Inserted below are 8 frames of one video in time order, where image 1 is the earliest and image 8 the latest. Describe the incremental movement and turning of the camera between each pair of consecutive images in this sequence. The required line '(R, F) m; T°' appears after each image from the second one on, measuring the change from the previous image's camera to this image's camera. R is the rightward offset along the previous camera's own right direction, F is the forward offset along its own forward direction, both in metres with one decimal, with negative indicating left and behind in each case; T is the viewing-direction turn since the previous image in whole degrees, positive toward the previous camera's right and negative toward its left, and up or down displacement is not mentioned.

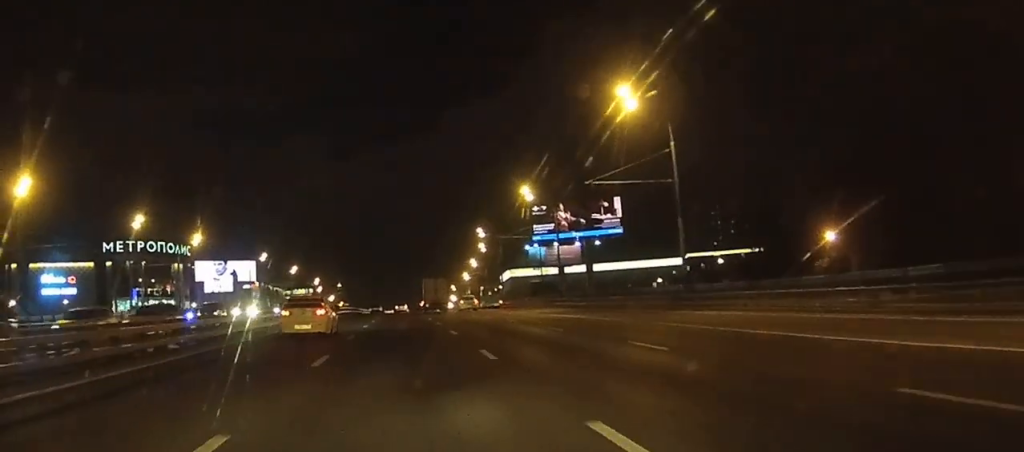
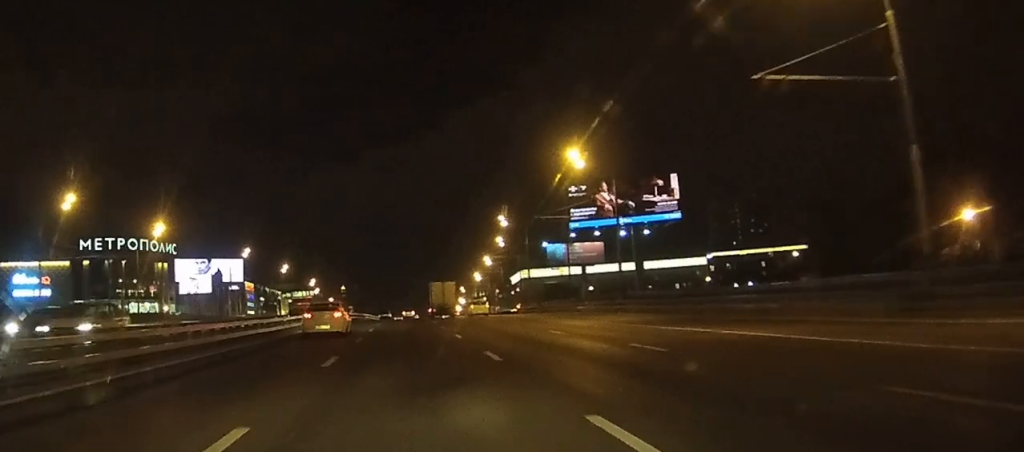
(-0.1, +23.2) m; 0°
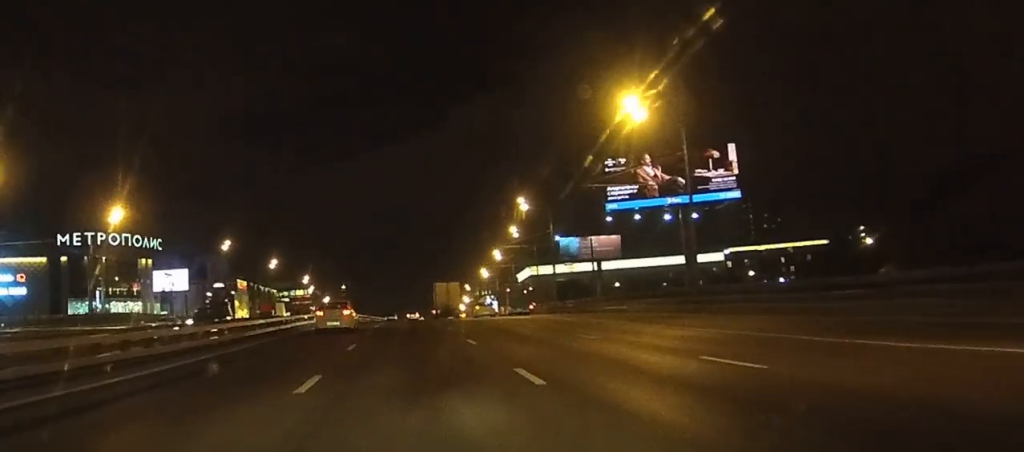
(0.0, +16.9) m; 0°
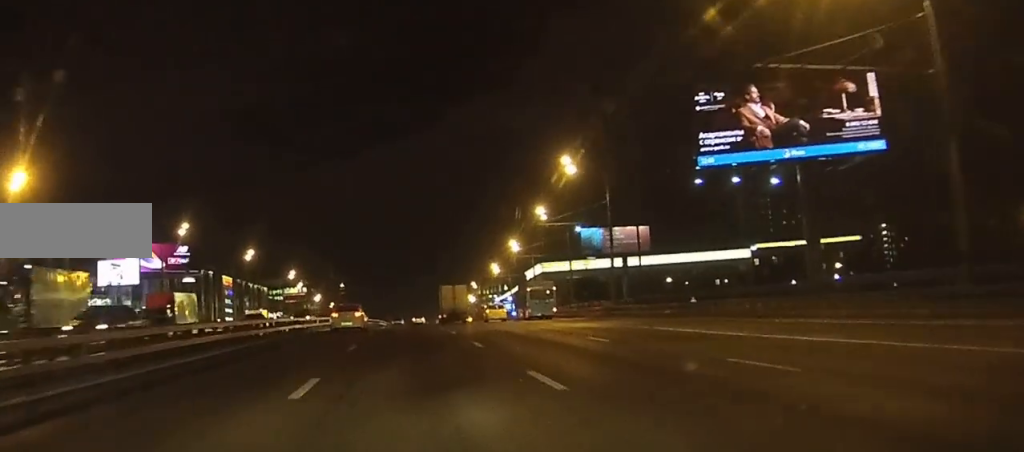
(0.0, +24.8) m; 0°
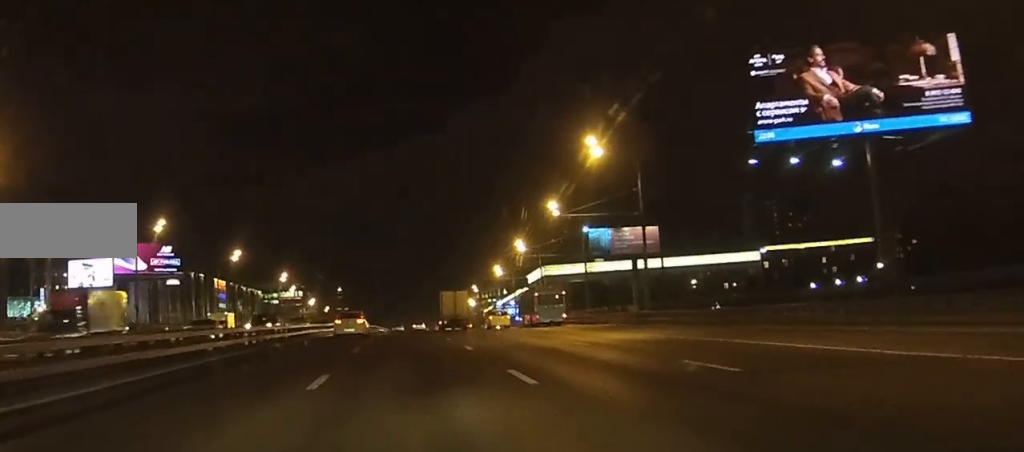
(+0.1, +9.4) m; 0°
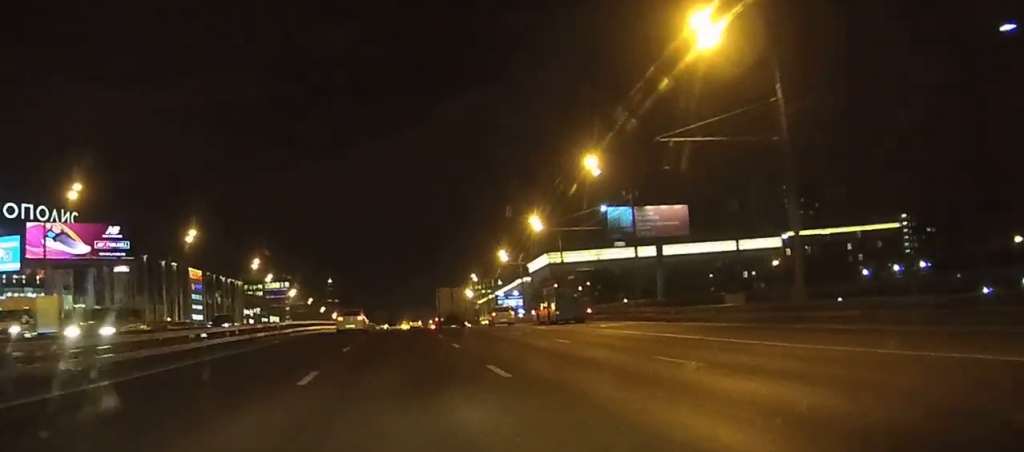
(+0.1, +22.7) m; +1°
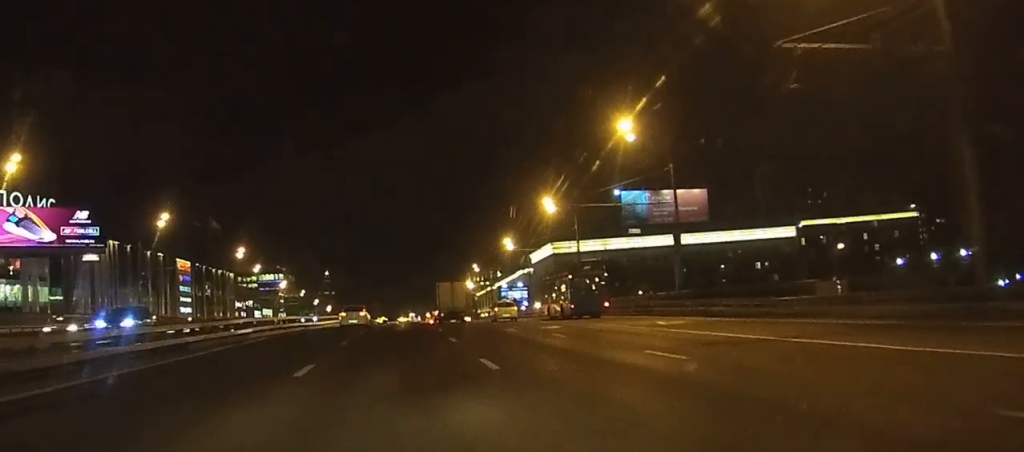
(0.0, +11.4) m; 0°
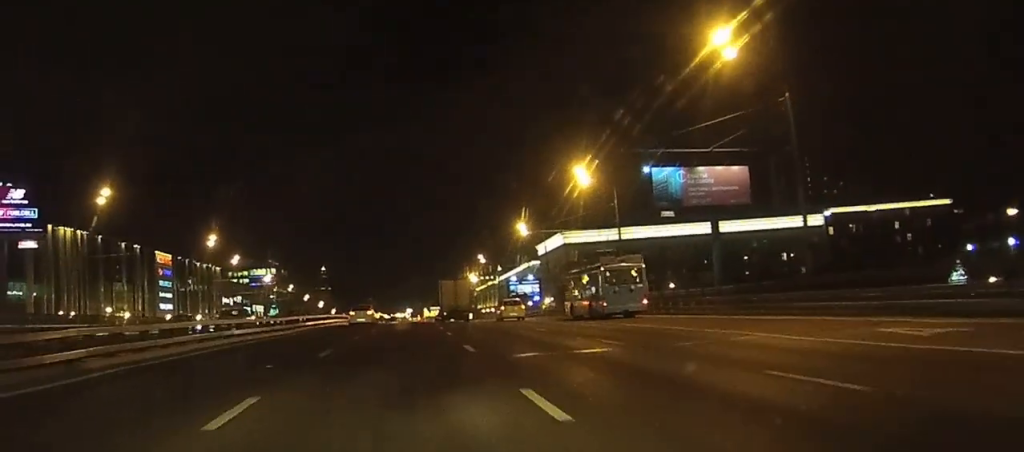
(+0.1, +18.9) m; 0°
